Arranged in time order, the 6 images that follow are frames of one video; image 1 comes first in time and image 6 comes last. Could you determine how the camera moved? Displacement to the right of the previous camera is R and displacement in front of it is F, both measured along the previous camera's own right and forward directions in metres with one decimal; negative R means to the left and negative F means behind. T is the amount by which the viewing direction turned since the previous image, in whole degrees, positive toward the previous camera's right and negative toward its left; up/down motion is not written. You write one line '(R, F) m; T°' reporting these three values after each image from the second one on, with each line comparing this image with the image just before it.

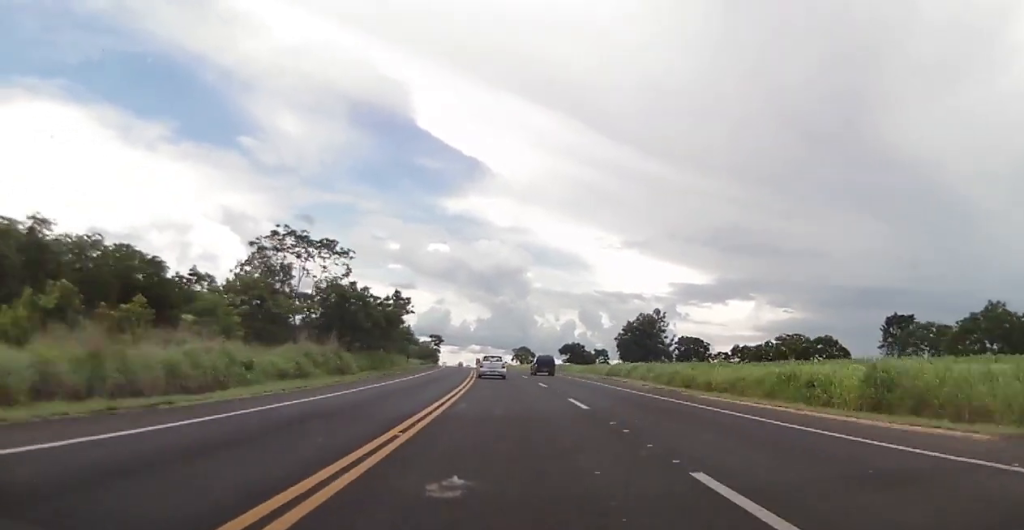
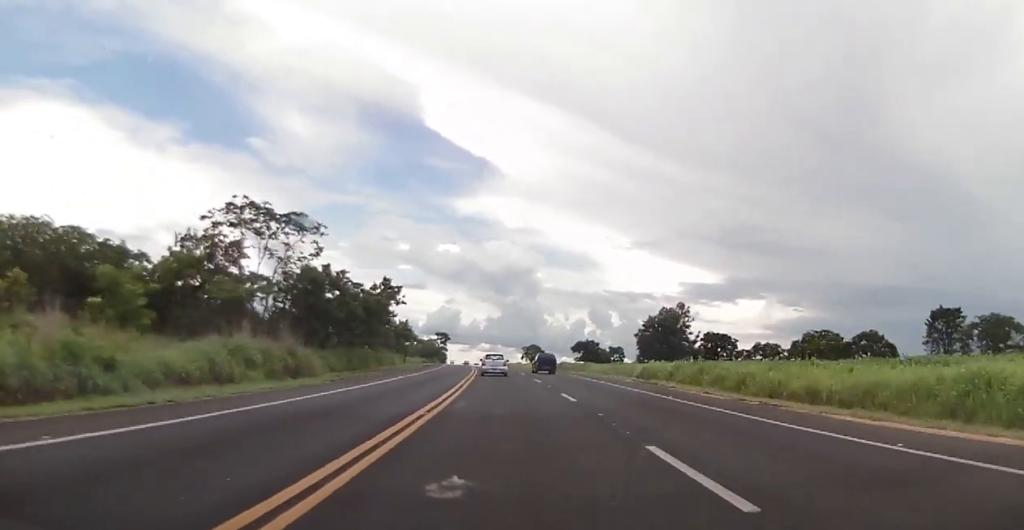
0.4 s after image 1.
(+0.1, +12.7) m; -1°
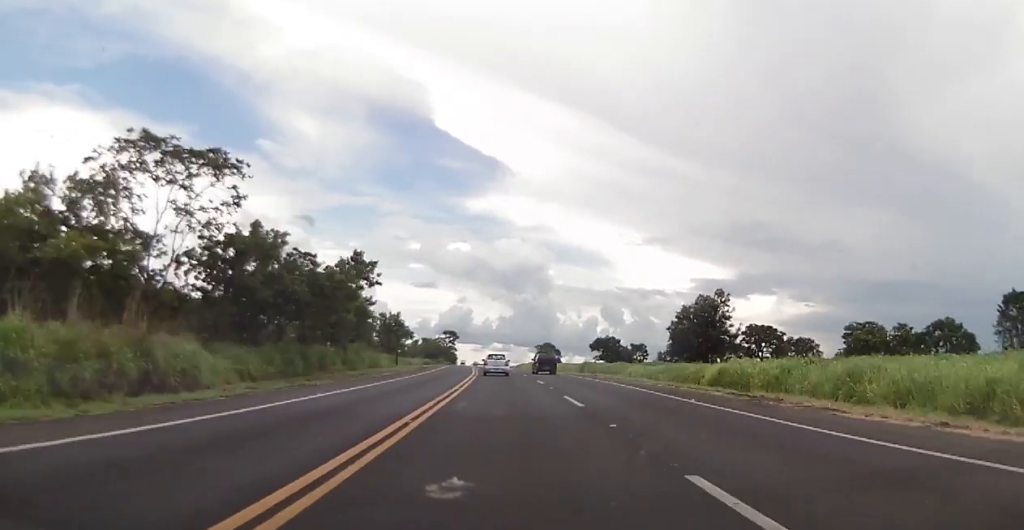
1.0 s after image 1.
(-0.6, +17.6) m; -1°
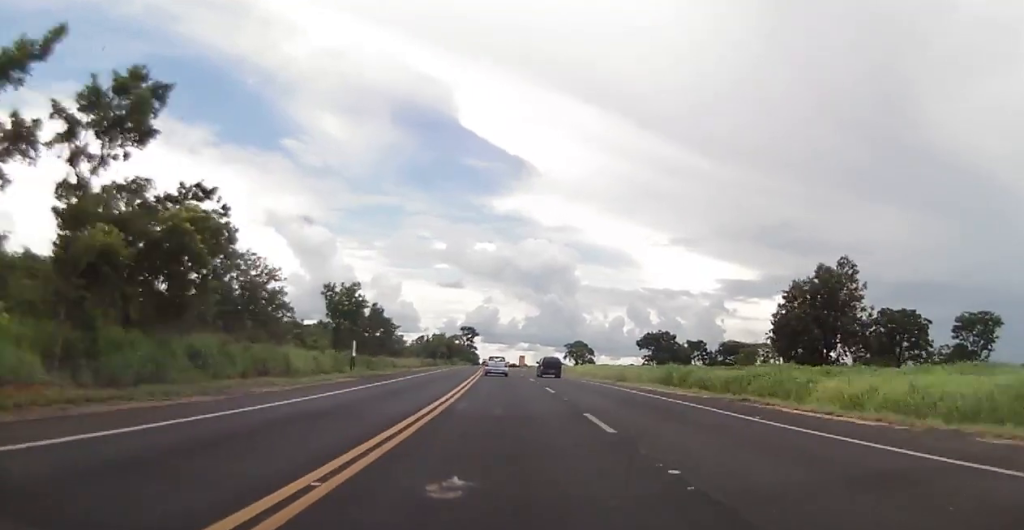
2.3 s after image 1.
(-0.1, +36.1) m; 0°
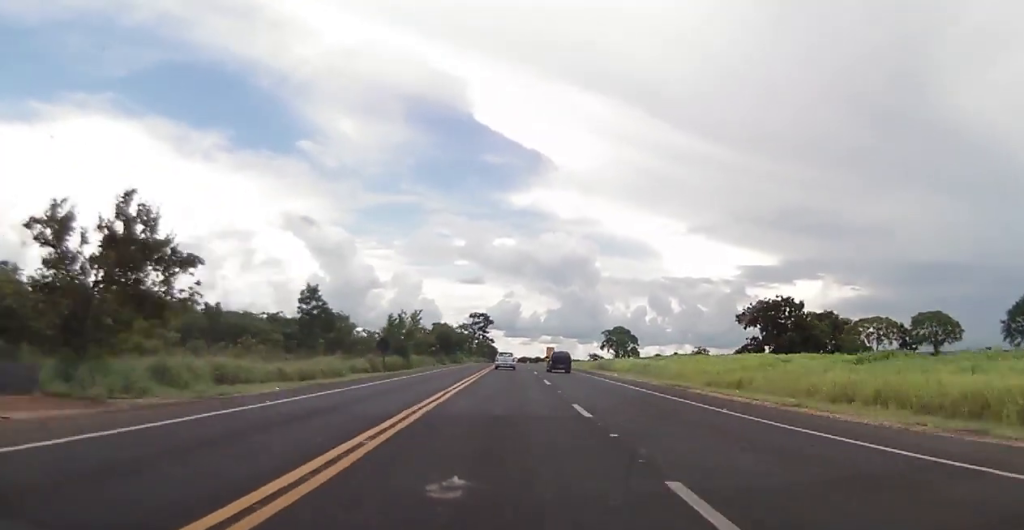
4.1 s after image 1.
(-1.3, +54.7) m; -3°
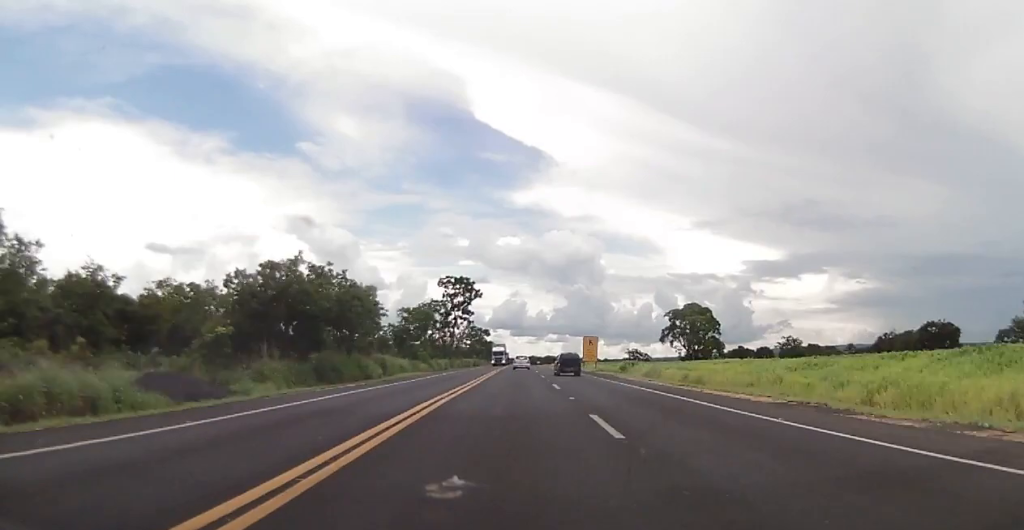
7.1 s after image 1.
(-2.7, +88.5) m; -2°
